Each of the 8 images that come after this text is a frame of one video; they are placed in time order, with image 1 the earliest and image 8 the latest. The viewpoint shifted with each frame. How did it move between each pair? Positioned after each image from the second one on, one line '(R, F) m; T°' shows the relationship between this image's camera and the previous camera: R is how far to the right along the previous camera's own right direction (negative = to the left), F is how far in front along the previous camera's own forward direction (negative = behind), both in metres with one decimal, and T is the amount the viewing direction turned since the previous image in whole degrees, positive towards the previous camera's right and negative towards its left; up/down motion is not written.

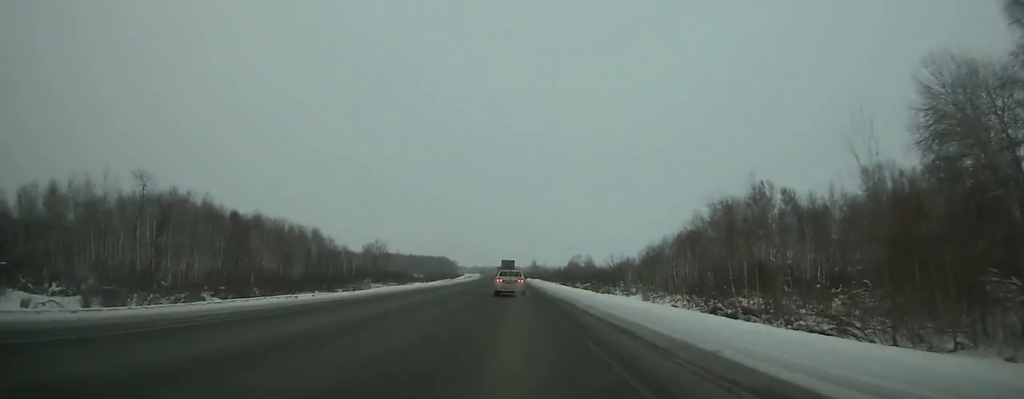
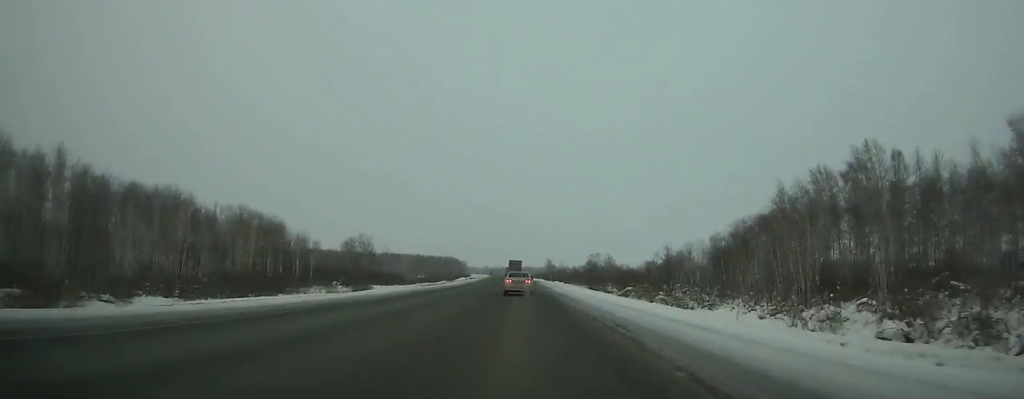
(0.0, +34.6) m; -1°
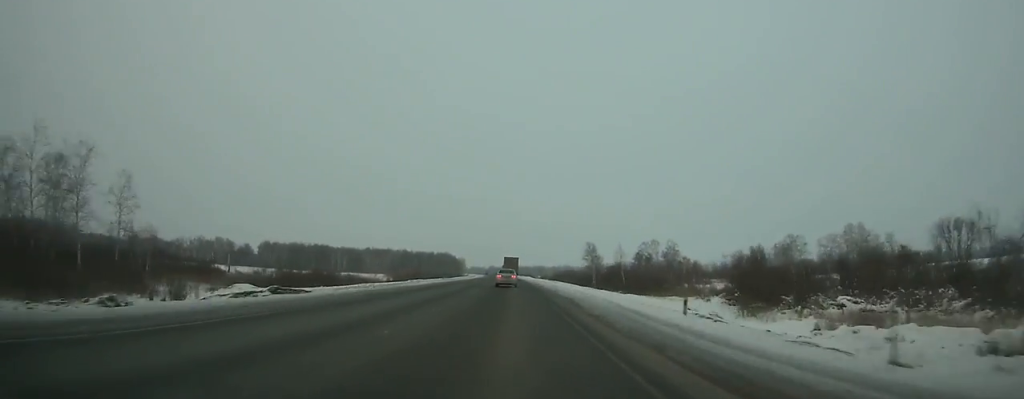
(-1.7, +126.1) m; -2°
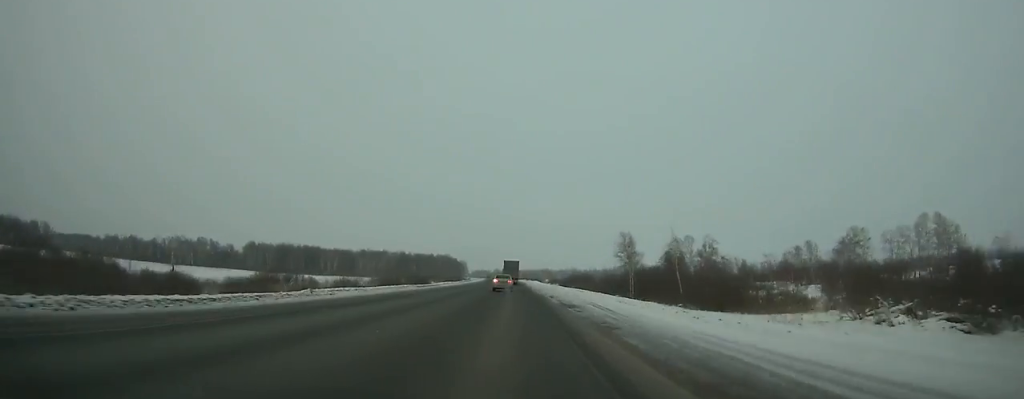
(0.0, +38.2) m; -1°
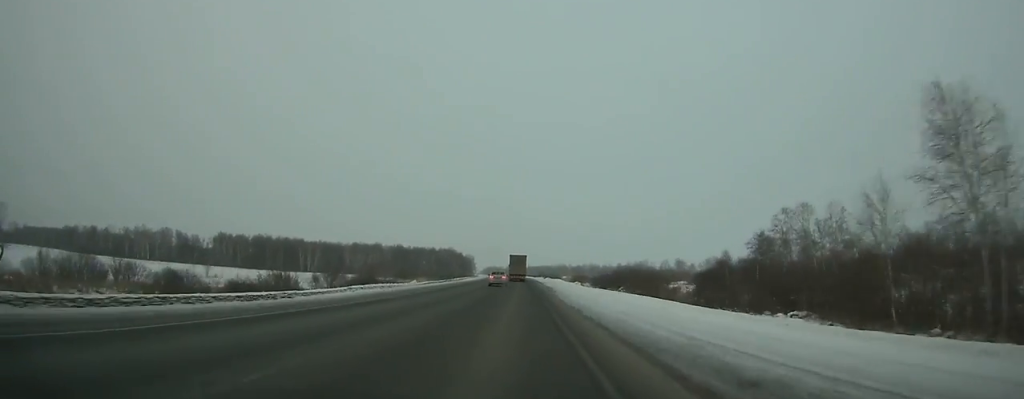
(-0.9, +67.5) m; -1°
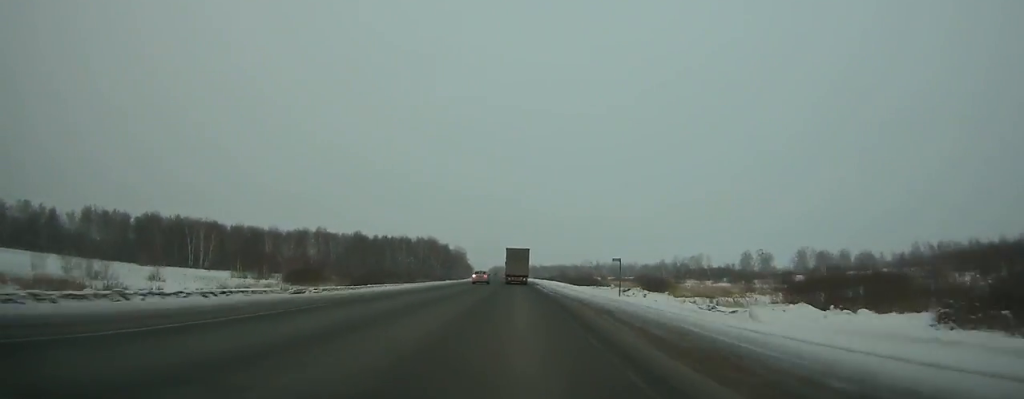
(-1.4, +137.9) m; -2°
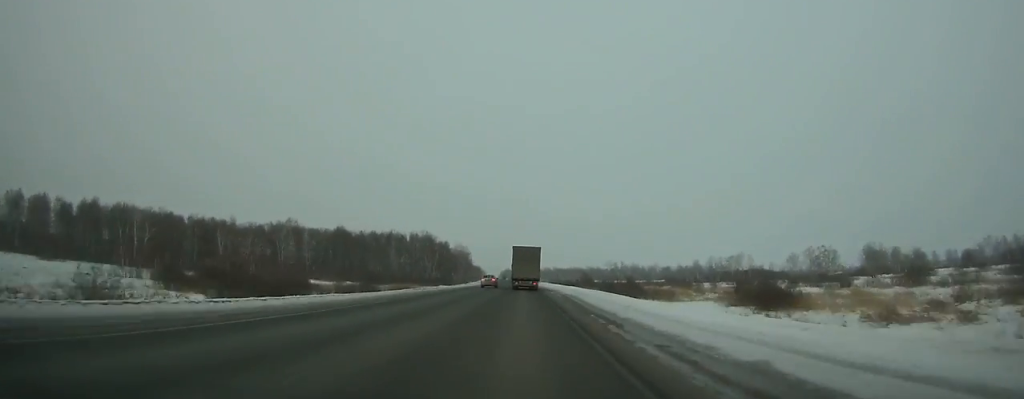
(0.0, +51.2) m; -1°
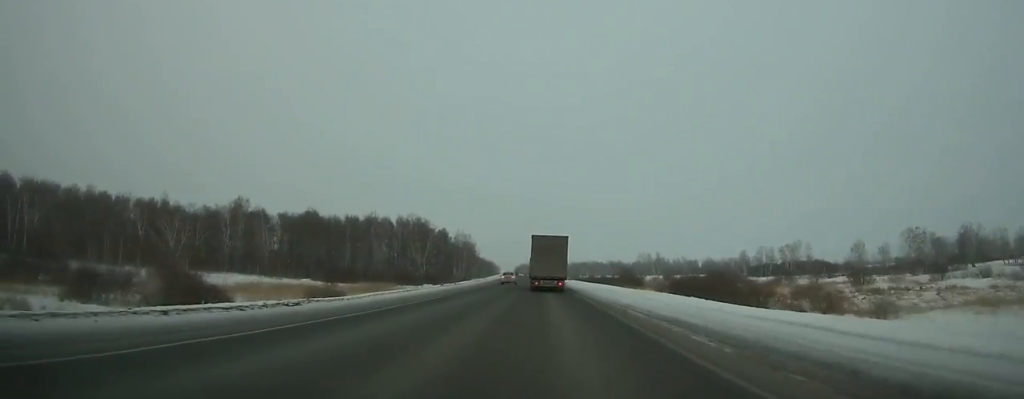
(-0.8, +55.6) m; -1°
